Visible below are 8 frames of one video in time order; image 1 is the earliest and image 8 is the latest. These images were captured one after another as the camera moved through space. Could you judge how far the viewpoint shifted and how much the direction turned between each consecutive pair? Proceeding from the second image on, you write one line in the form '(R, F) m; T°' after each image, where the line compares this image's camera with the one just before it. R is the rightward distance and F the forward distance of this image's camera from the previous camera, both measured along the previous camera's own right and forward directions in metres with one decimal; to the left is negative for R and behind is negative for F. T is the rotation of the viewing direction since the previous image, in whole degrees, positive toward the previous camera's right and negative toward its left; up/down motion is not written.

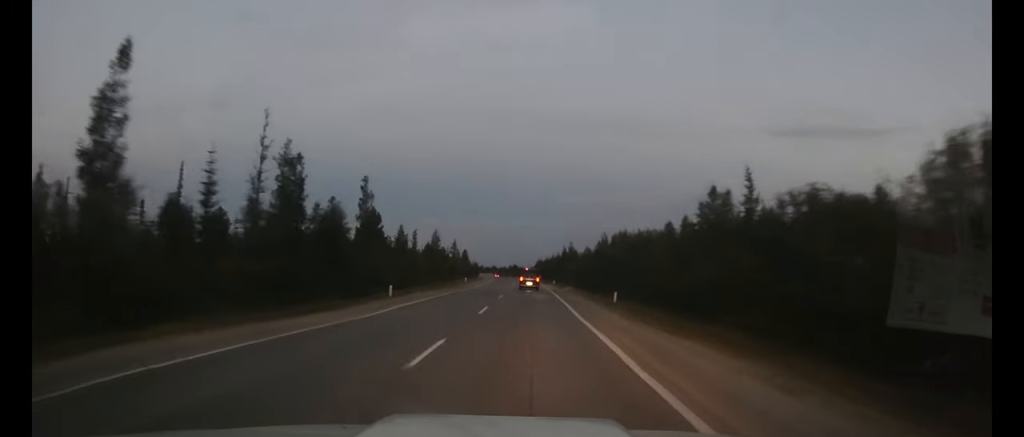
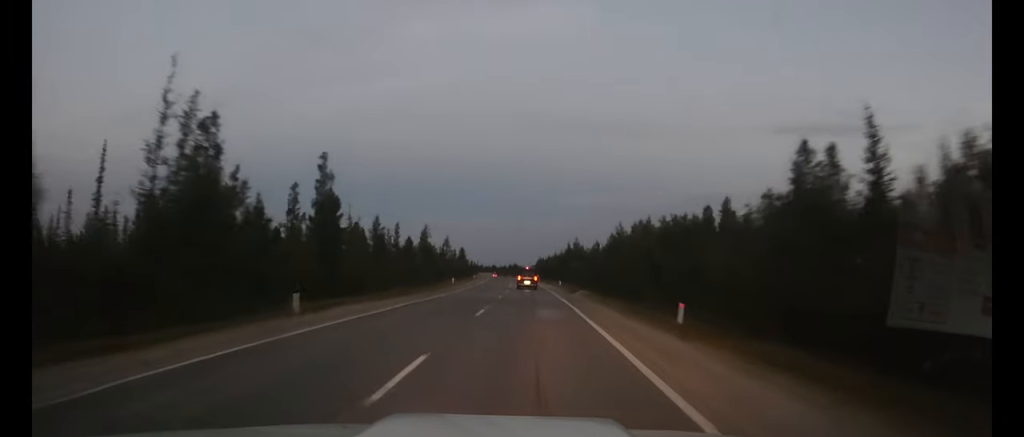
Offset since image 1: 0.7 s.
(0.0, +14.6) m; 0°
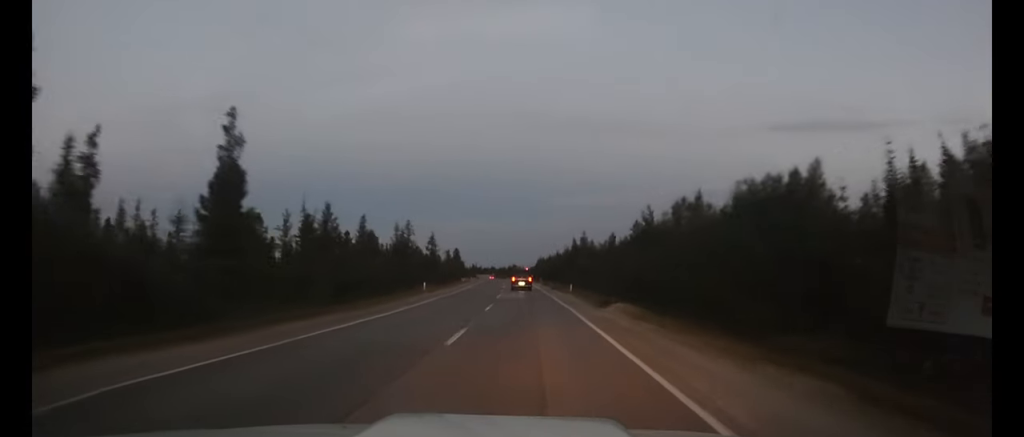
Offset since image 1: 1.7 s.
(0.0, +18.5) m; 0°
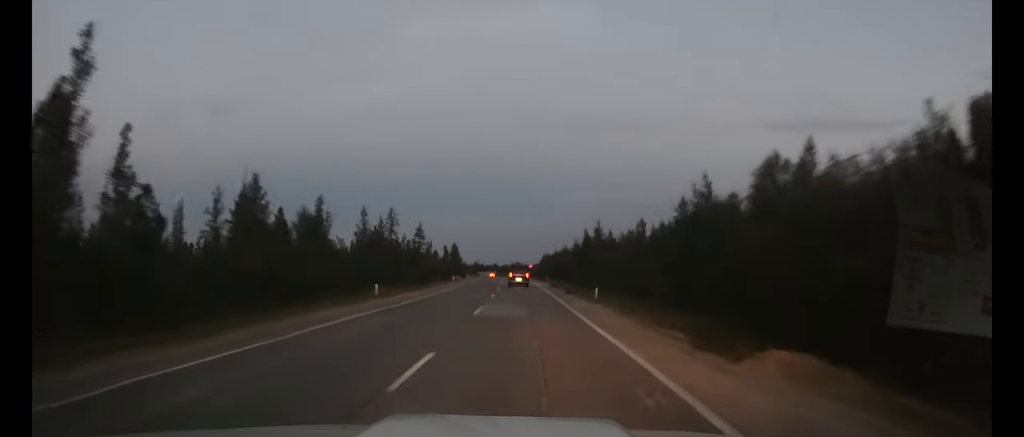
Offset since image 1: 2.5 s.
(0.0, +17.1) m; 0°
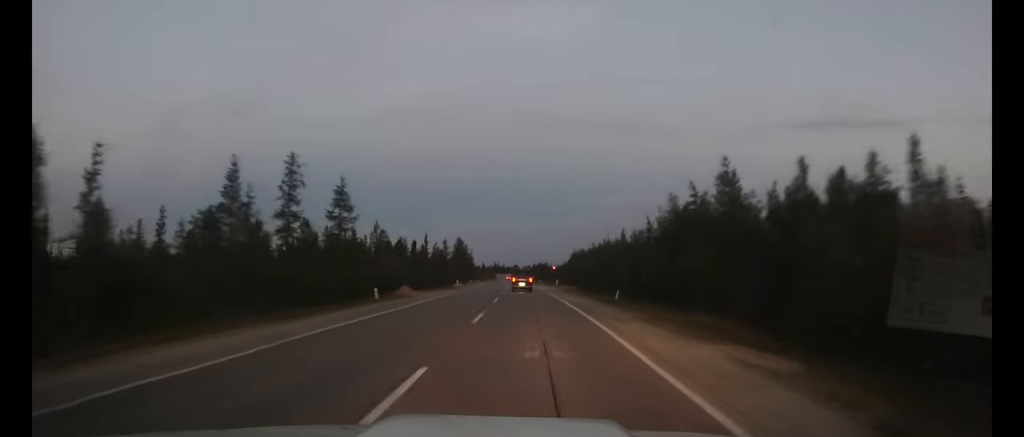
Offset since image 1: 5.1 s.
(-0.7, +50.0) m; -2°
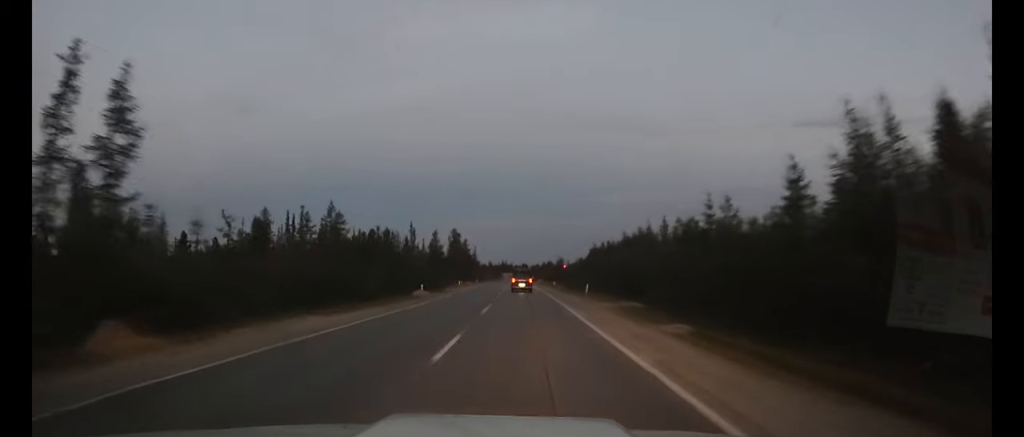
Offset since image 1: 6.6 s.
(-0.3, +30.5) m; -1°
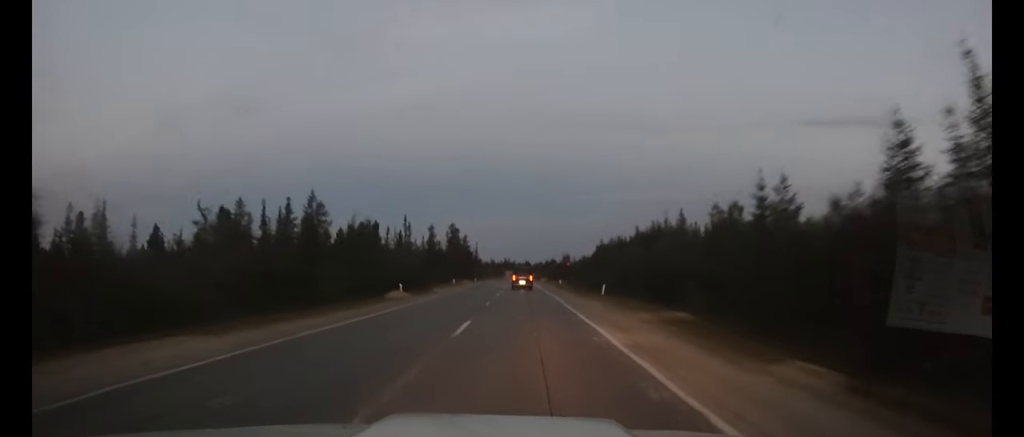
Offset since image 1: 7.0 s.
(0.0, +8.7) m; 0°
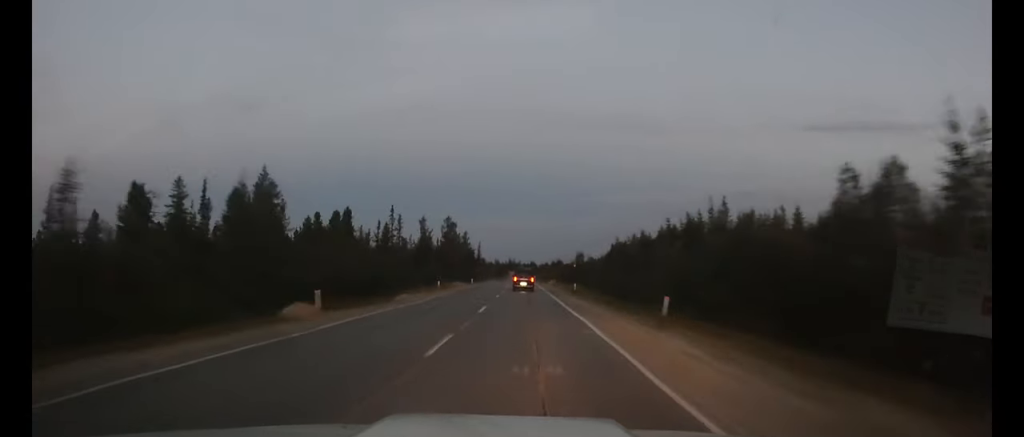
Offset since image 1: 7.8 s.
(-0.1, +16.1) m; 0°
